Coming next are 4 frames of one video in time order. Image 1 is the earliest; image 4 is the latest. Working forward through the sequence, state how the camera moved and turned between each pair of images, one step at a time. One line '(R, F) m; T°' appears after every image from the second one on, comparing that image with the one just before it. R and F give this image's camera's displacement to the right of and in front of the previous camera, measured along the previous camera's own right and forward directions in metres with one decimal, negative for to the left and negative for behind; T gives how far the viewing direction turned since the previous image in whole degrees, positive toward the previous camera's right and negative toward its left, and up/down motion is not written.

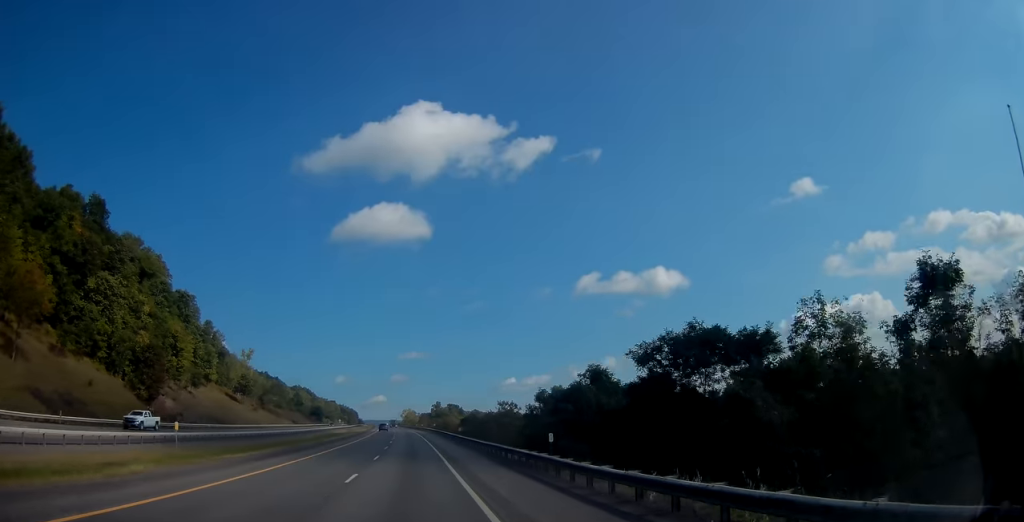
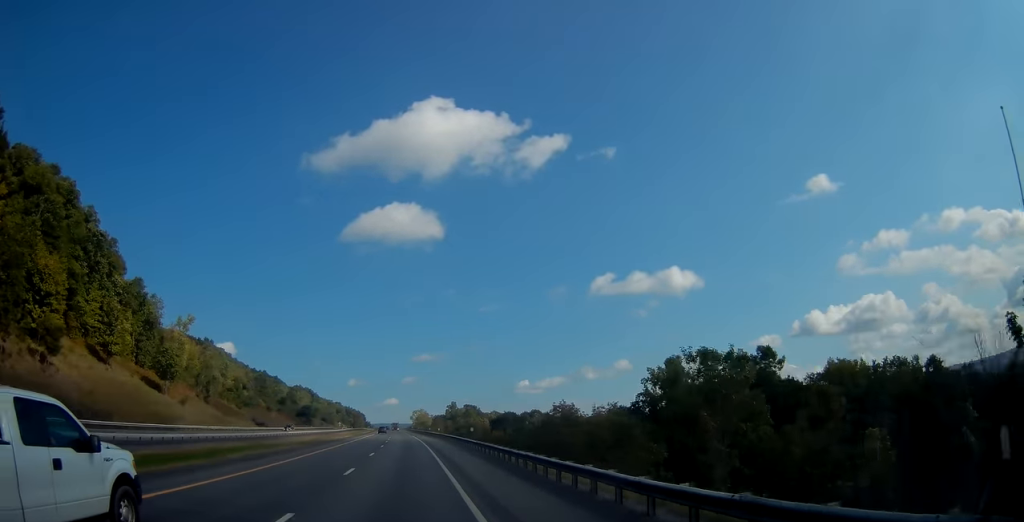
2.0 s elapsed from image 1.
(-1.1, +58.4) m; -2°
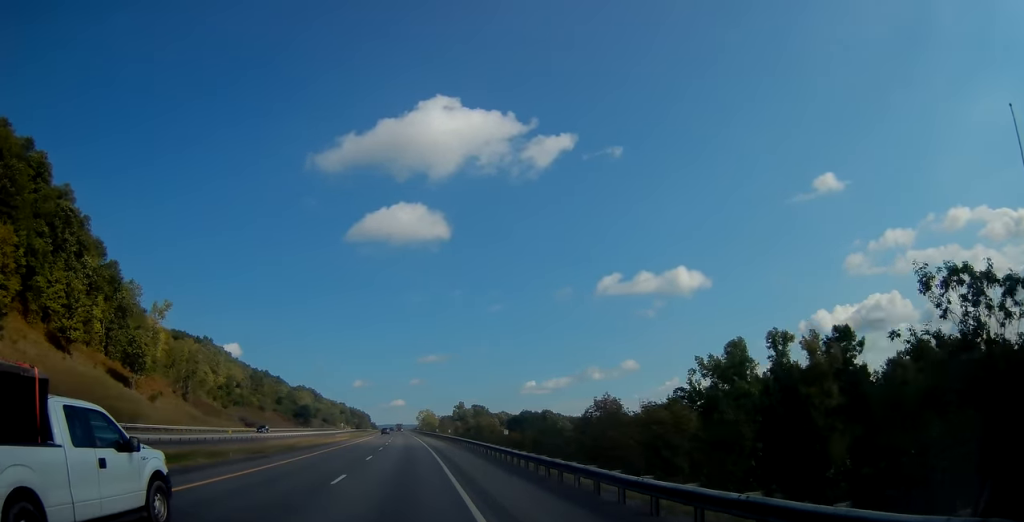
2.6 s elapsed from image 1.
(0.0, +15.3) m; 0°
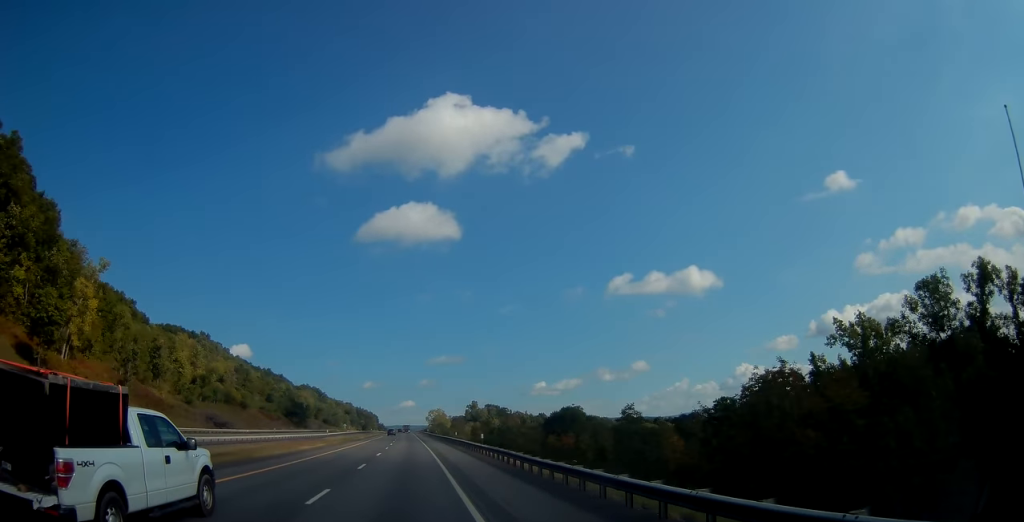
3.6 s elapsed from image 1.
(0.0, +28.7) m; 0°
